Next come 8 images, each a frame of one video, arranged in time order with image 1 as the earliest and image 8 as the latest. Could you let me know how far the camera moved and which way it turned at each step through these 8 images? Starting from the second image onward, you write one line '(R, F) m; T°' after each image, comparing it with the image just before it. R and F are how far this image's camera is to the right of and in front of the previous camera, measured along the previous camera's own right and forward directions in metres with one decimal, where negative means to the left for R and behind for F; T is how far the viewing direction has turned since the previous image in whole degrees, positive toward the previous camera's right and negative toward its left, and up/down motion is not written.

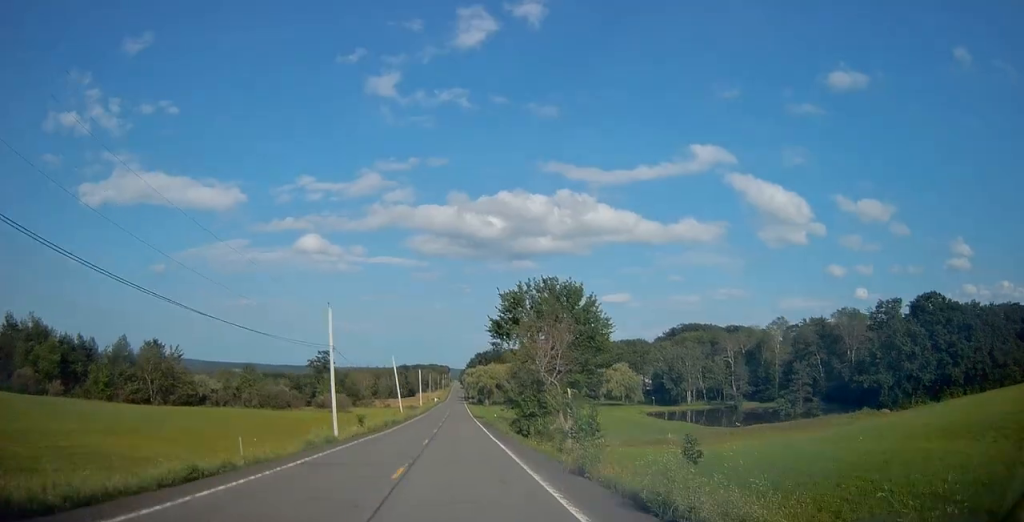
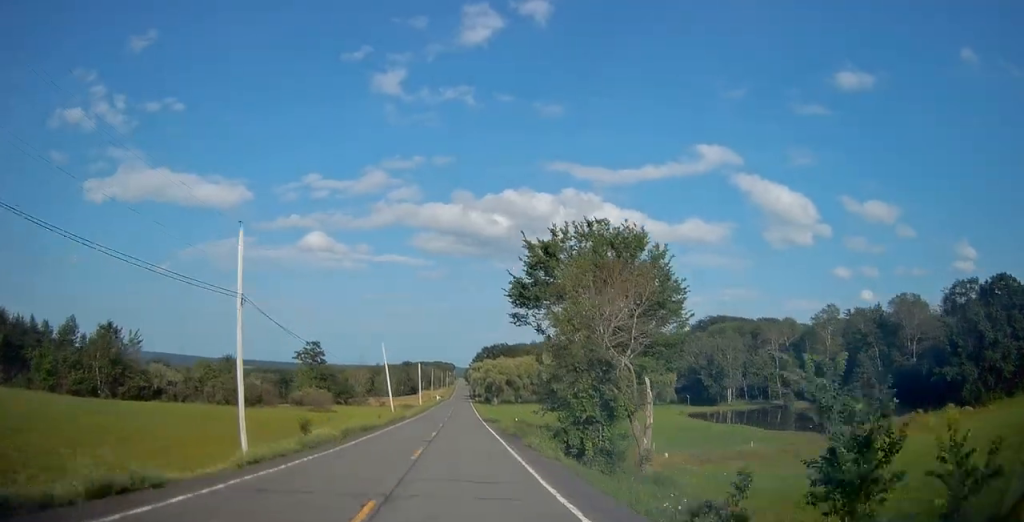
(0.0, +18.6) m; -1°
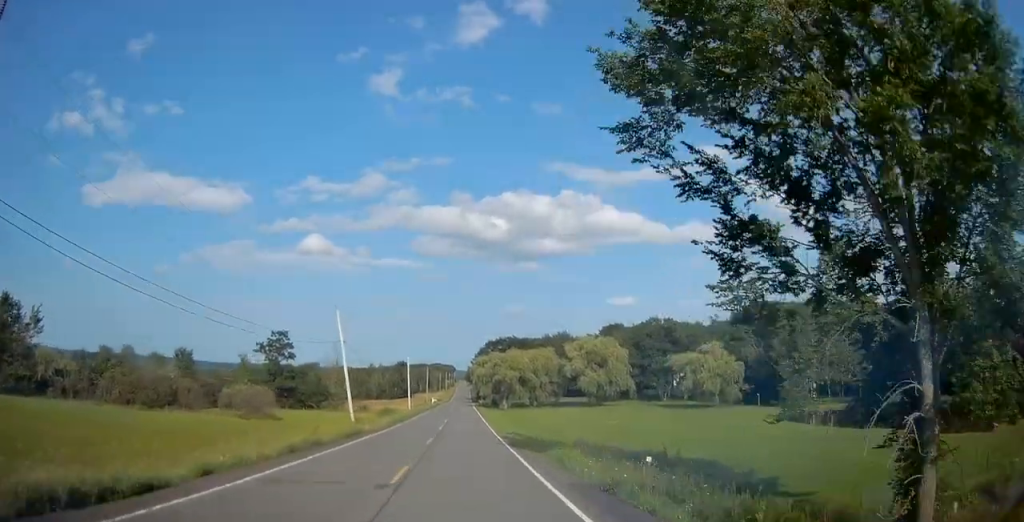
(-0.4, +29.6) m; -1°
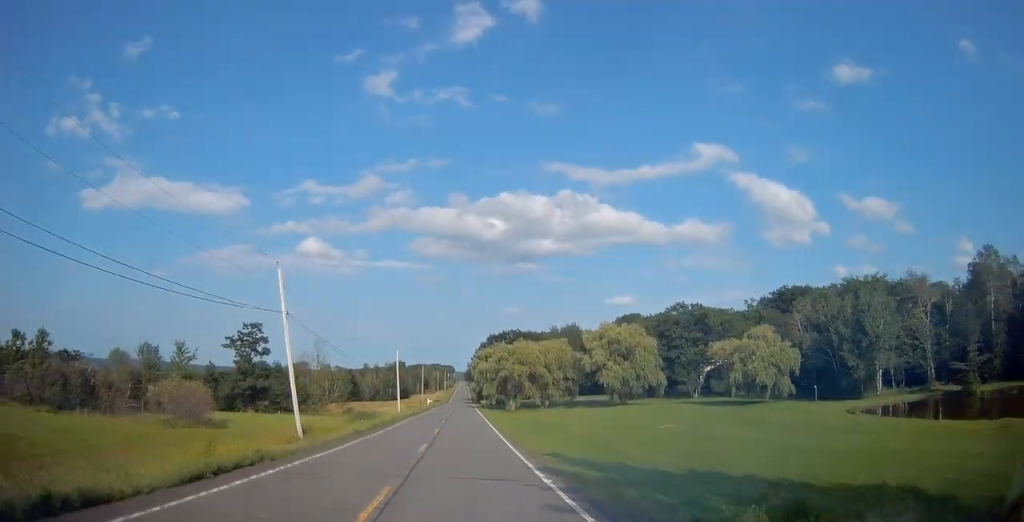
(0.0, +16.6) m; 0°
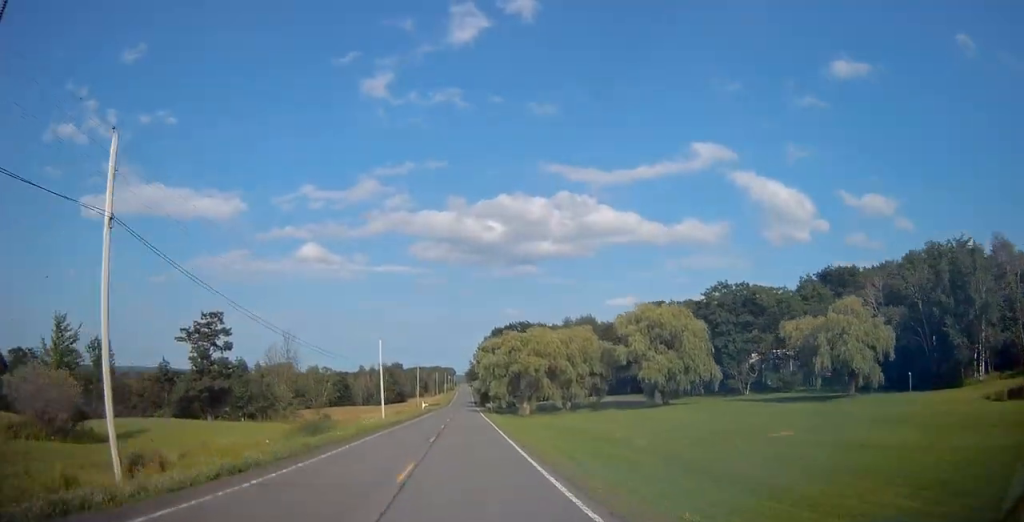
(+0.2, +19.2) m; +1°
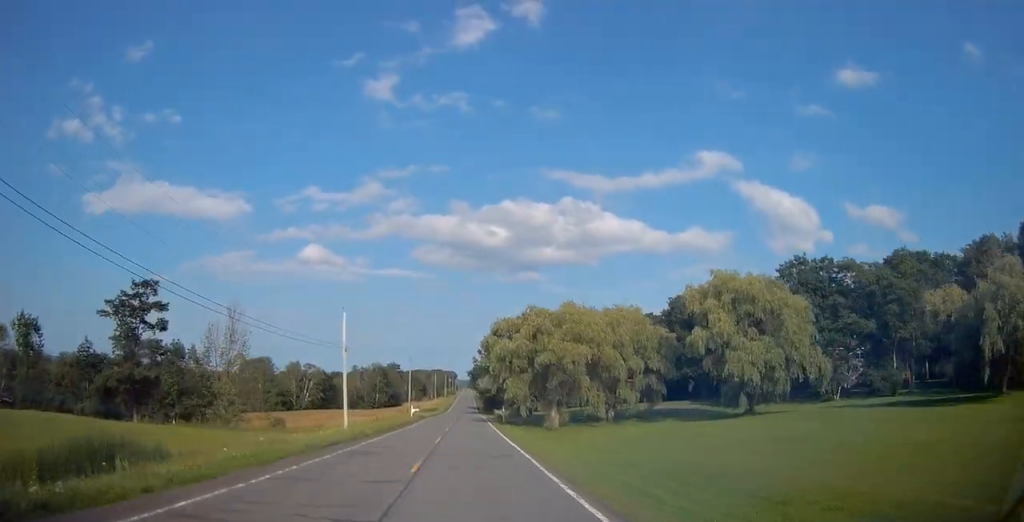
(0.0, +22.7) m; -1°
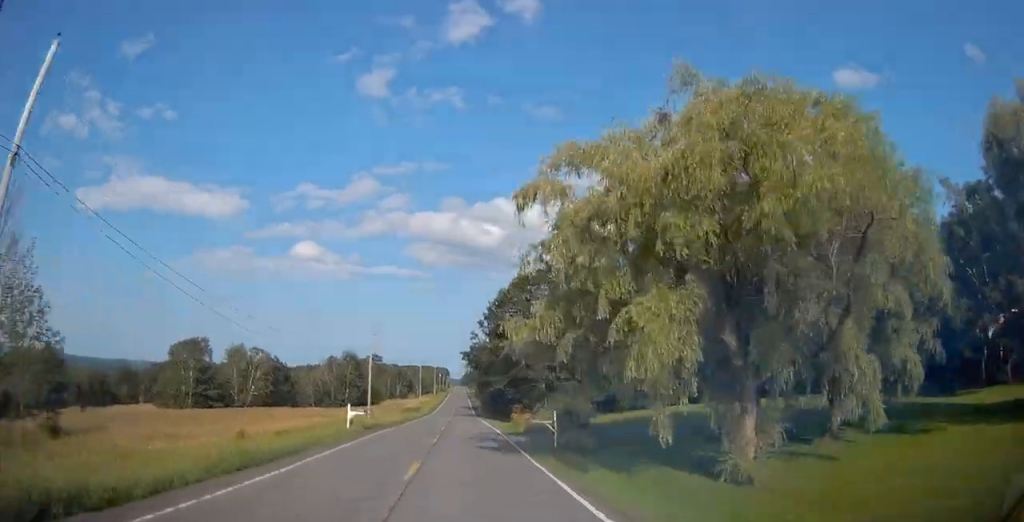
(-0.3, +38.1) m; +1°
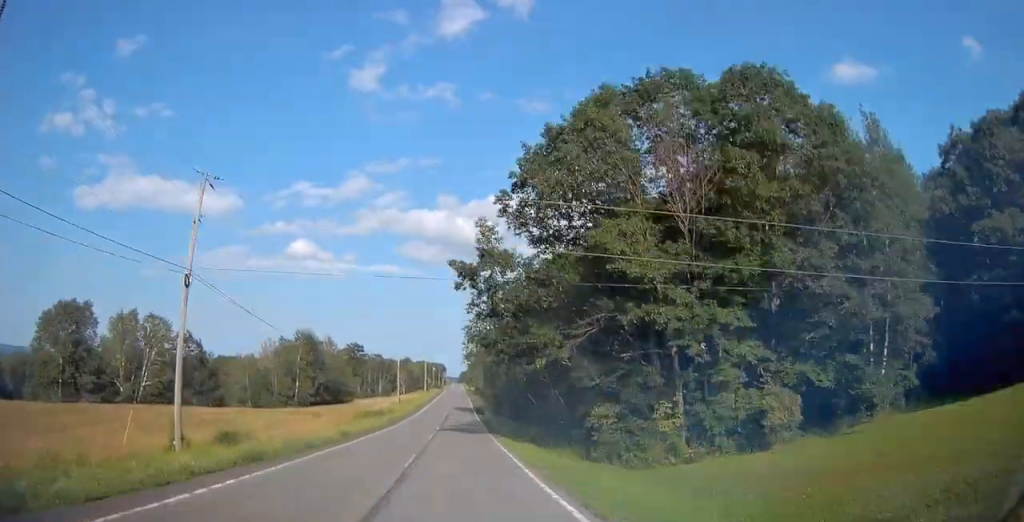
(+0.6, +44.2) m; 0°
